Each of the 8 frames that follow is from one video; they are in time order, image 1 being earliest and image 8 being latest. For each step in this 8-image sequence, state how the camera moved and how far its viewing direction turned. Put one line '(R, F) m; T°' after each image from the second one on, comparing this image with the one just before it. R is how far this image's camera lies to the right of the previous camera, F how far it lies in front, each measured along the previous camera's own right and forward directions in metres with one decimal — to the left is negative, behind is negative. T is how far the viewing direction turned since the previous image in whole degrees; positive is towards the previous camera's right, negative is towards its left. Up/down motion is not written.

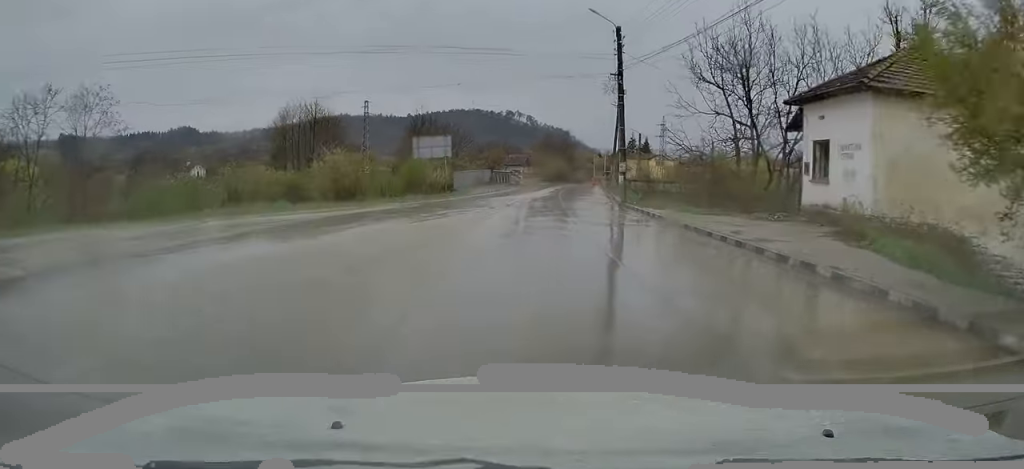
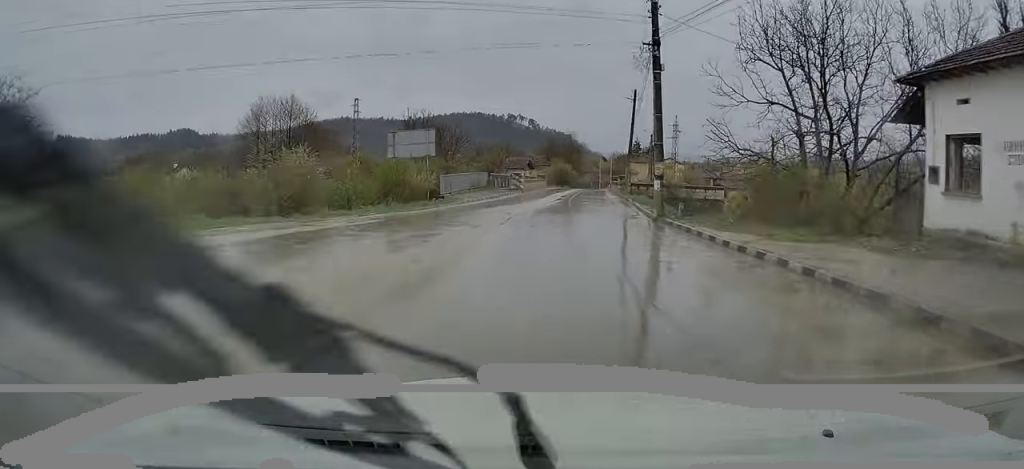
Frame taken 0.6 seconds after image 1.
(0.0, +7.4) m; +1°
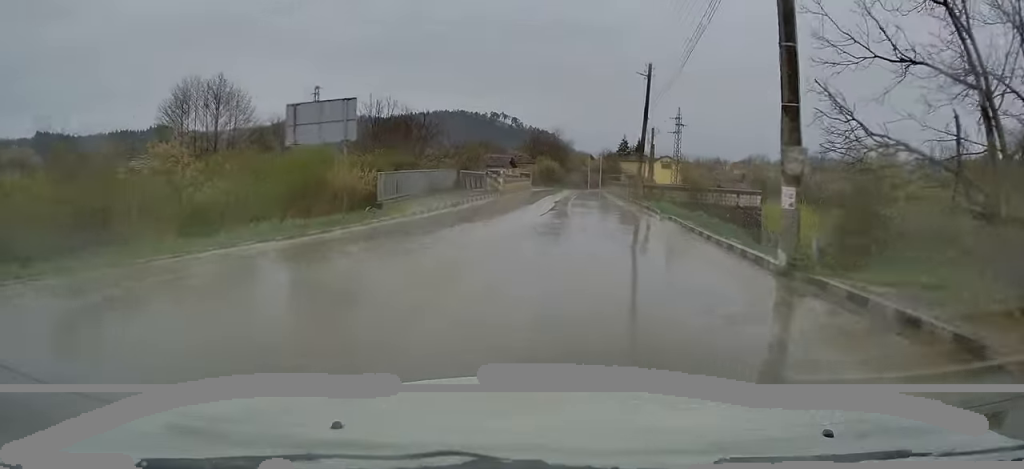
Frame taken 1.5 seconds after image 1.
(+0.2, +11.5) m; +1°
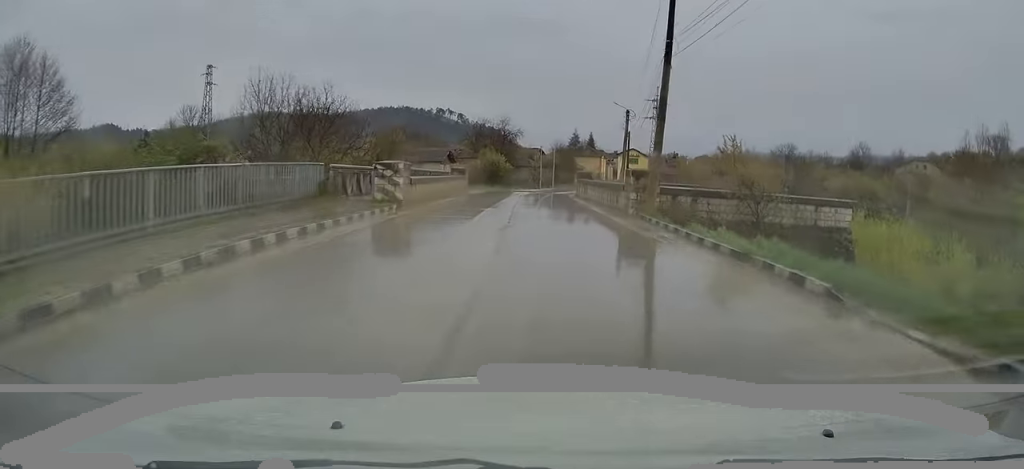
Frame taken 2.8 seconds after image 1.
(+0.3, +17.1) m; +2°
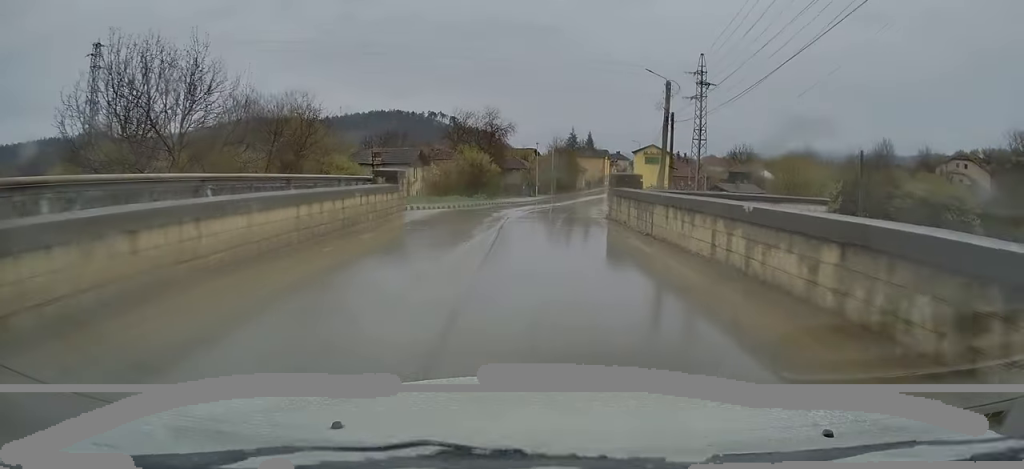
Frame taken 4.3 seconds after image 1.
(+0.2, +19.5) m; +1°
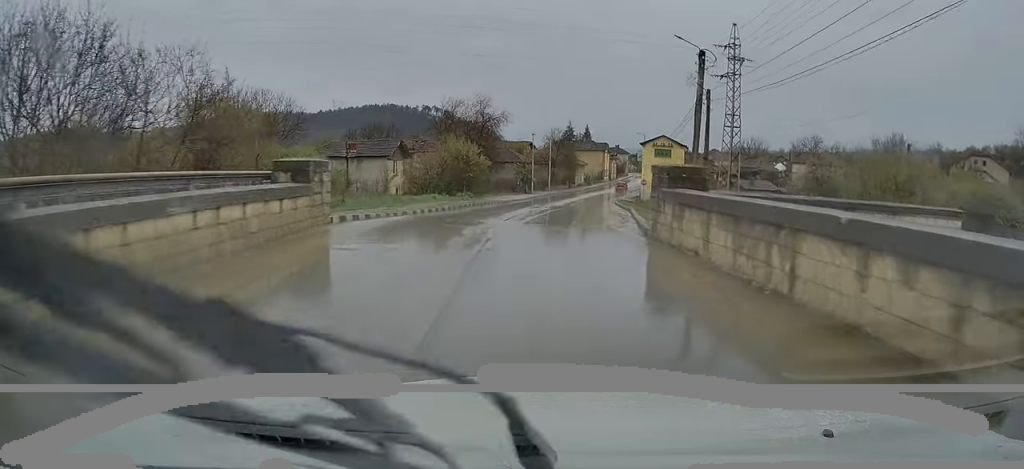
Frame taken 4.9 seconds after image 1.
(0.0, +8.5) m; +1°
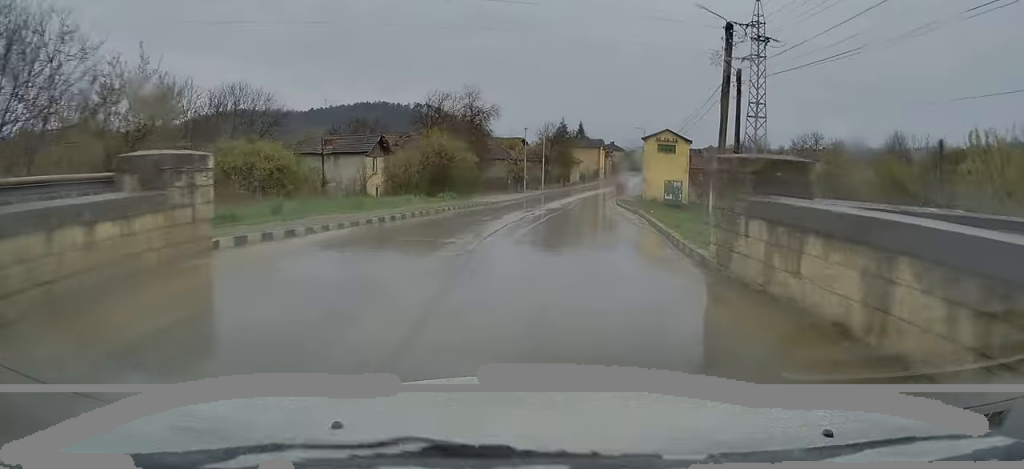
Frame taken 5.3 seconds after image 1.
(-0.1, +5.4) m; +1°
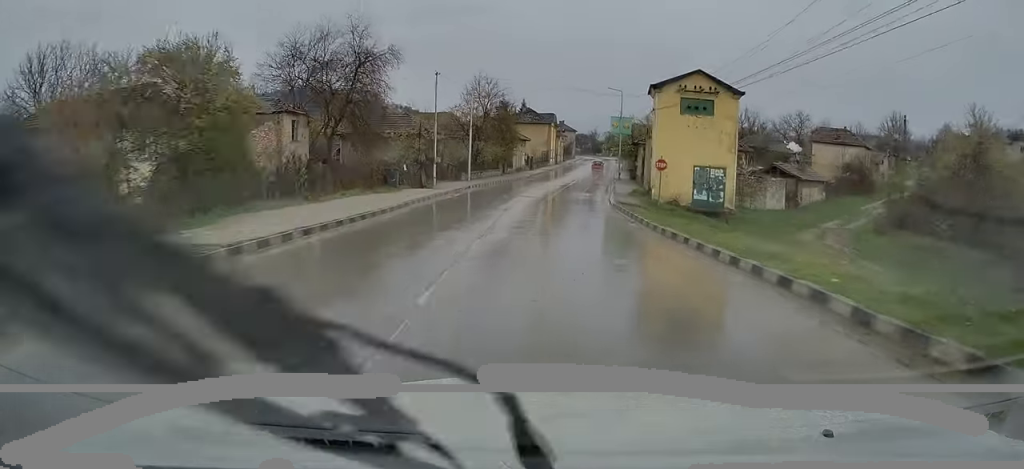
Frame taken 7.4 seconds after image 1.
(+1.7, +28.9) m; +5°
